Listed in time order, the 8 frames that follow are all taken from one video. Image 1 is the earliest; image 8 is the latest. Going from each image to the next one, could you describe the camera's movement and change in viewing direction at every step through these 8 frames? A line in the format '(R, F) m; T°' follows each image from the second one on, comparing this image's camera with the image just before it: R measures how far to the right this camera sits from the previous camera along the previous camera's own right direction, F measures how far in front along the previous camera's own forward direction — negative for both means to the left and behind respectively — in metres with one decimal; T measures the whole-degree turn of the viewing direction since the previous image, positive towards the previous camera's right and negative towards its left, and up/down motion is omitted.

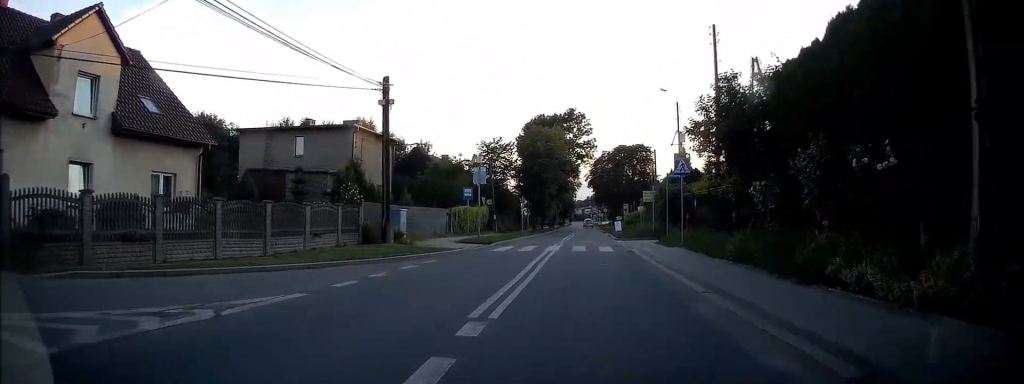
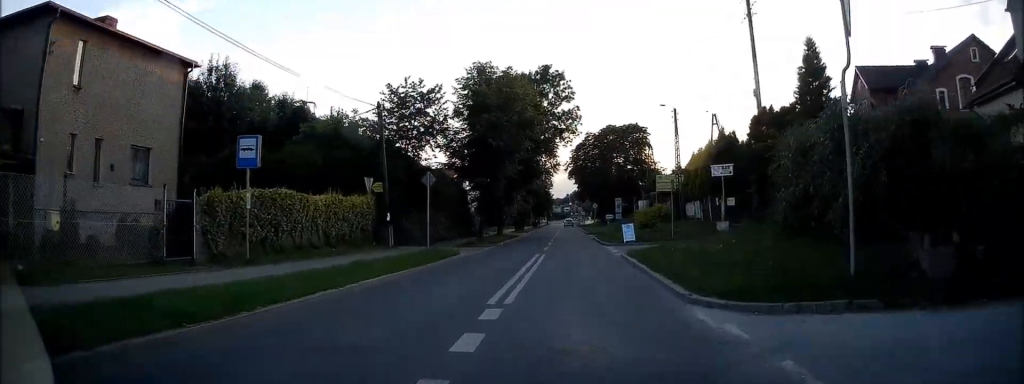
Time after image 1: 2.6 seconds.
(+1.5, +25.7) m; +5°
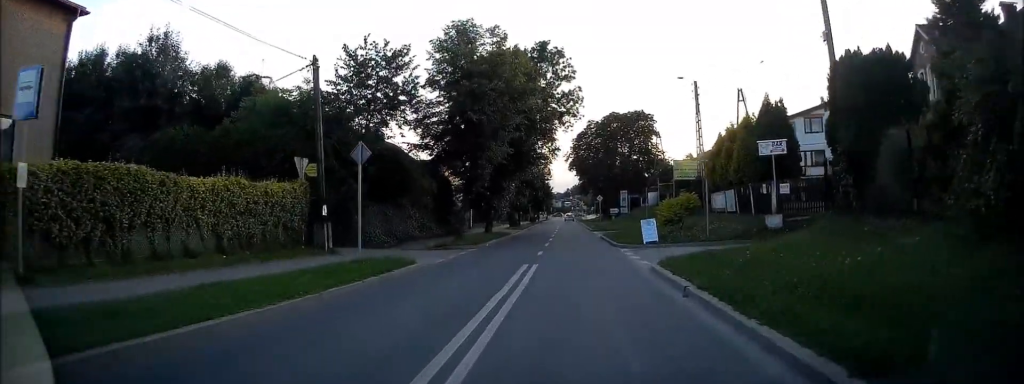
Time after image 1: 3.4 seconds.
(+0.1, +7.2) m; -2°
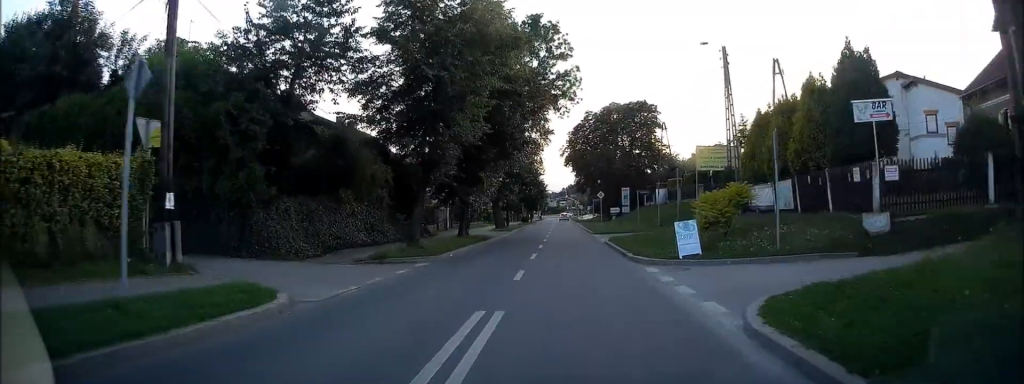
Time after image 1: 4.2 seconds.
(-0.3, +7.9) m; 0°
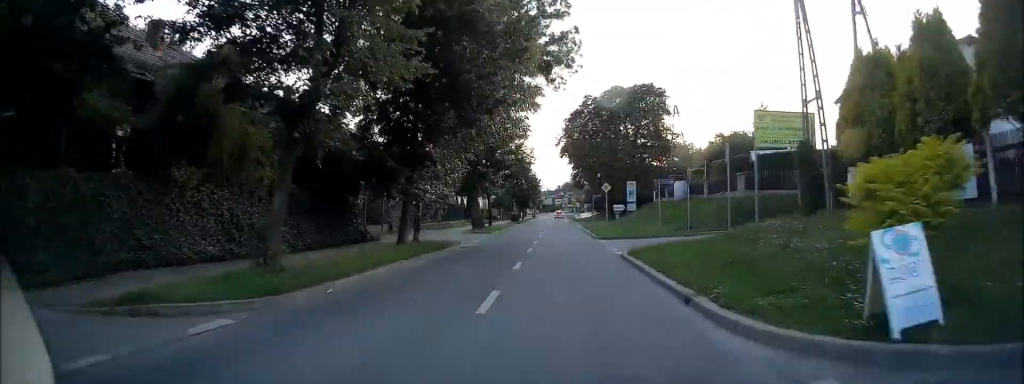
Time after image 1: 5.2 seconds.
(+0.3, +10.2) m; +2°
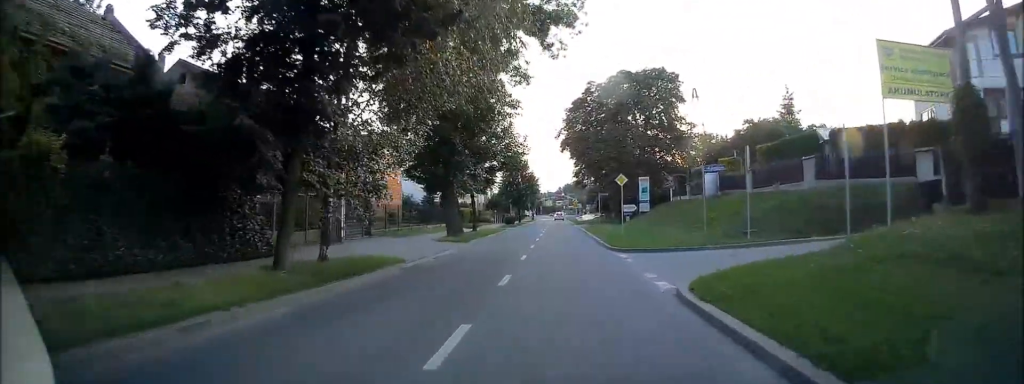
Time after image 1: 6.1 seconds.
(+0.1, +8.9) m; +1°
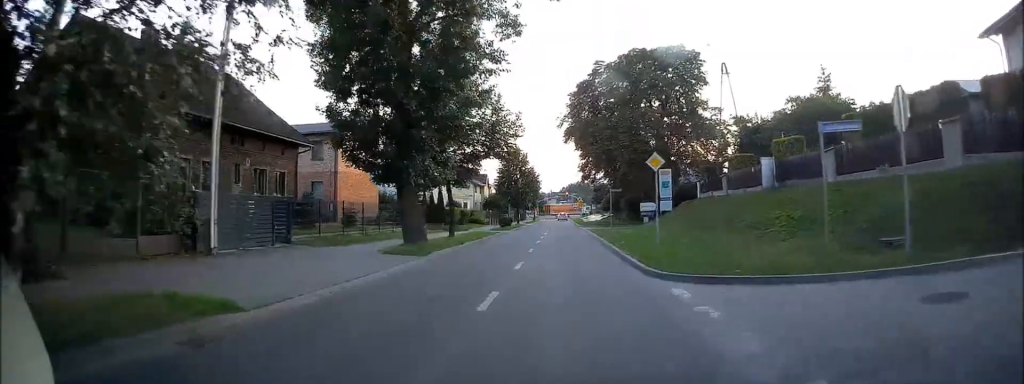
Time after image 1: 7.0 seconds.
(0.0, +8.9) m; -2°
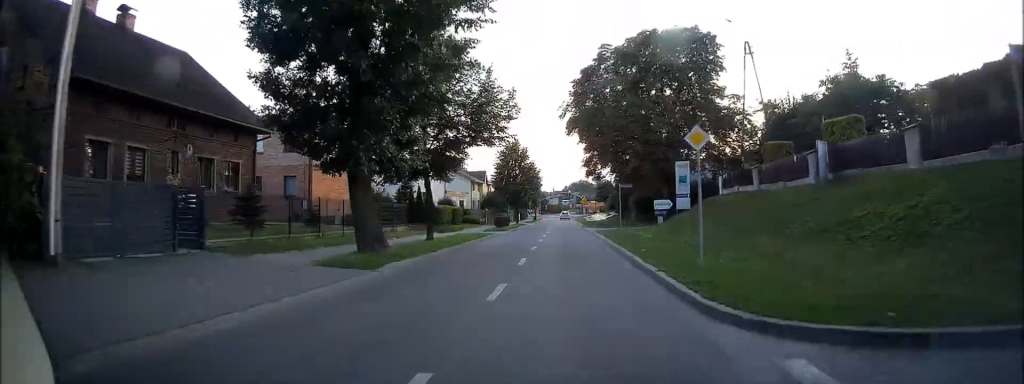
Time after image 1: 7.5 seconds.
(0.0, +4.9) m; -1°
